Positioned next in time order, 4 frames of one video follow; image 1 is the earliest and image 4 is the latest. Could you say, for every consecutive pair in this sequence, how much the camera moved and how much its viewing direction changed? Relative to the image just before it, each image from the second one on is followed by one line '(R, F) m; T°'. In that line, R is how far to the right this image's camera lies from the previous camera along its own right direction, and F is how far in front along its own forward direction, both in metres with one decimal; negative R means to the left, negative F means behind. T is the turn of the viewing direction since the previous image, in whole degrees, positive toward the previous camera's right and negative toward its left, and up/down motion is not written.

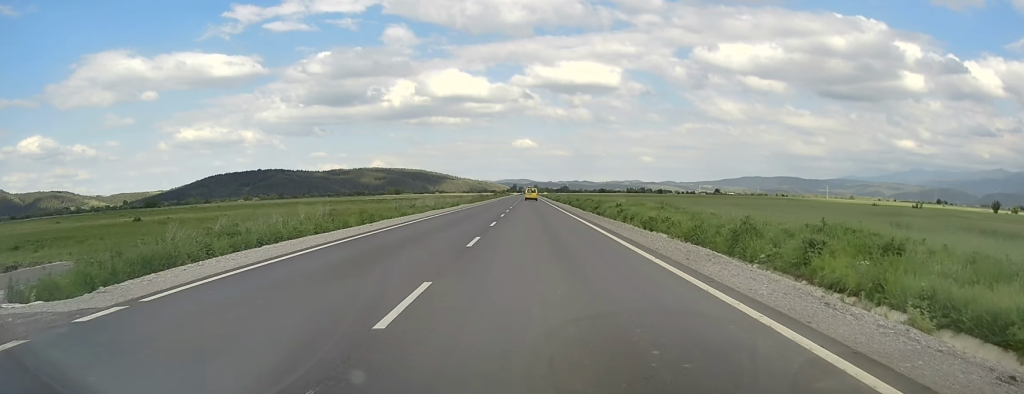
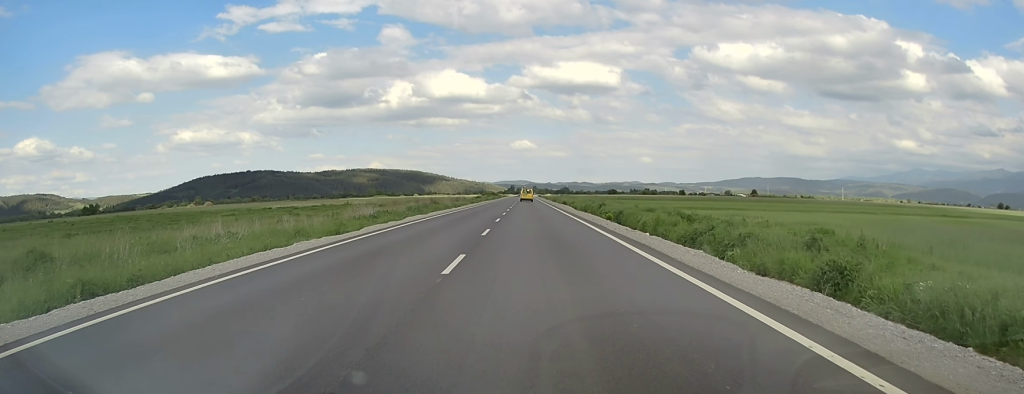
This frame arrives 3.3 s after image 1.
(0.0, +86.0) m; +1°
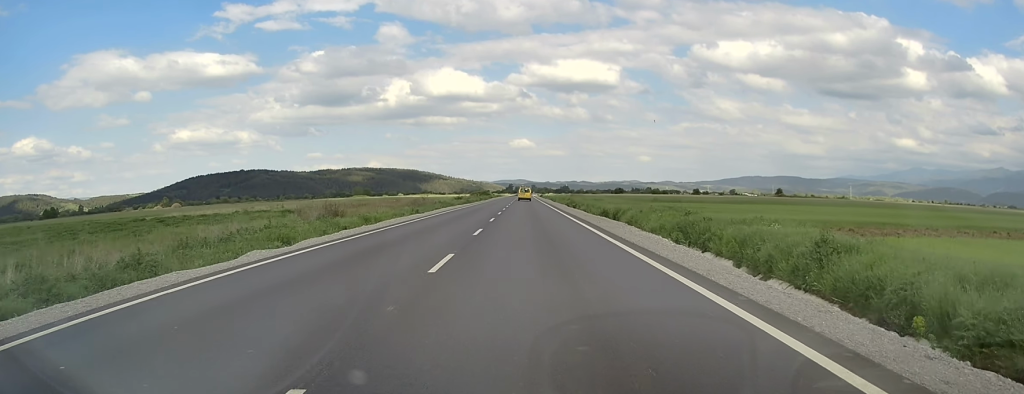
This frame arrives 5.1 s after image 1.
(+0.2, +45.2) m; 0°
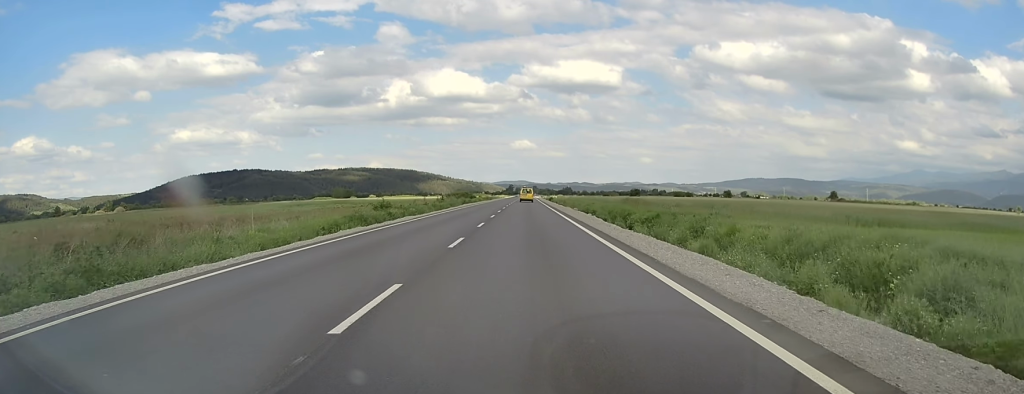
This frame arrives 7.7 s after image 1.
(-0.3, +67.7) m; +1°
